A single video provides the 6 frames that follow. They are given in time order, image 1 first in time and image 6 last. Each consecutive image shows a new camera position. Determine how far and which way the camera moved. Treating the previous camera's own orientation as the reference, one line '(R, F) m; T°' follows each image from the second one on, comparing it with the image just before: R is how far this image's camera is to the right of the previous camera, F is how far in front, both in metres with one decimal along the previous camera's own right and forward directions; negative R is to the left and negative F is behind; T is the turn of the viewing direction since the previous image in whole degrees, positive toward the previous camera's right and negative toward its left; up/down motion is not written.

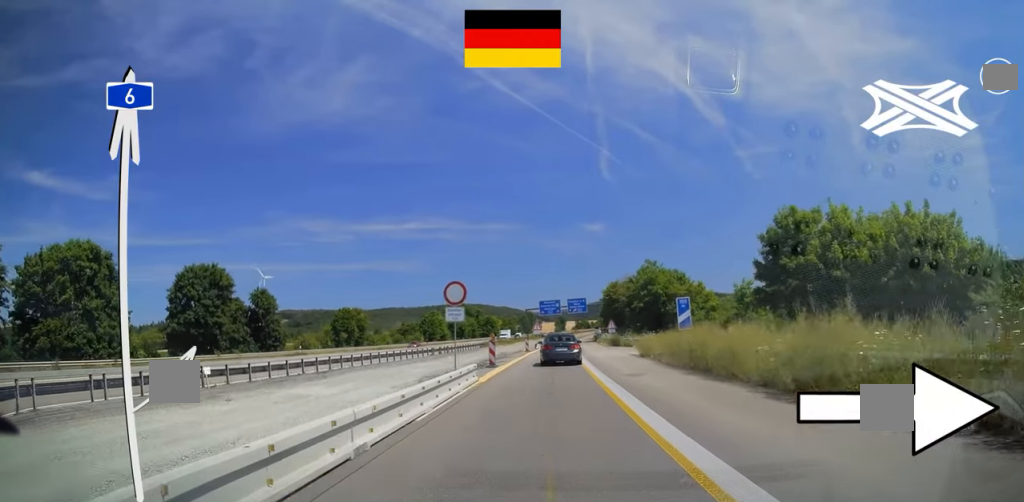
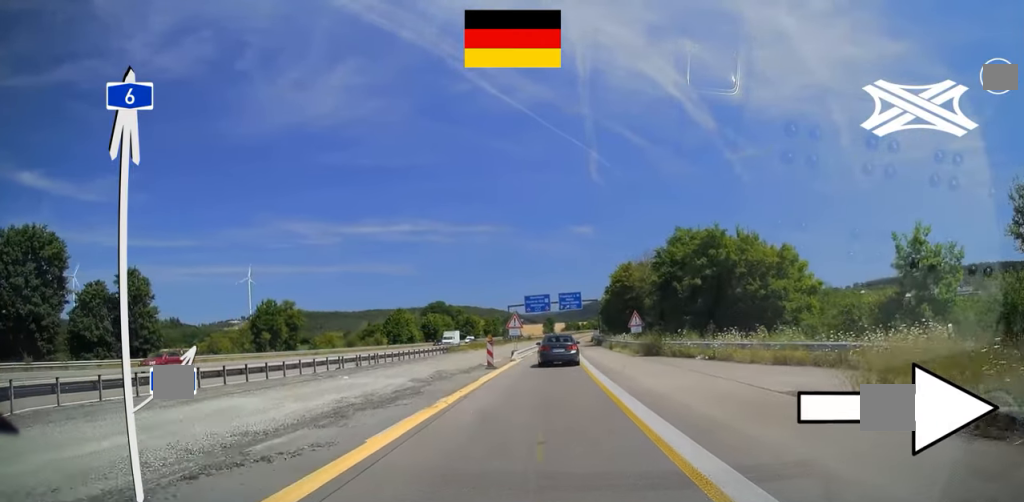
(0.0, +25.8) m; 0°
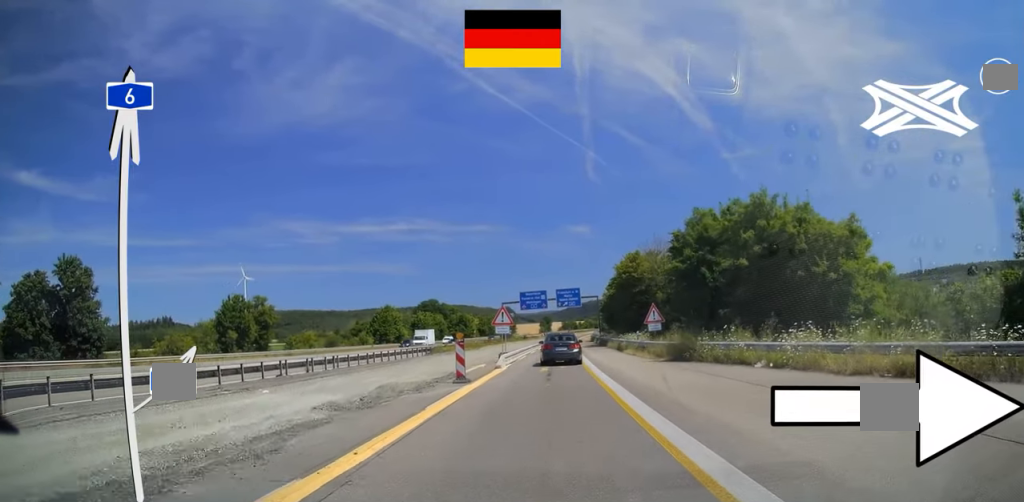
(-0.1, +8.3) m; +1°
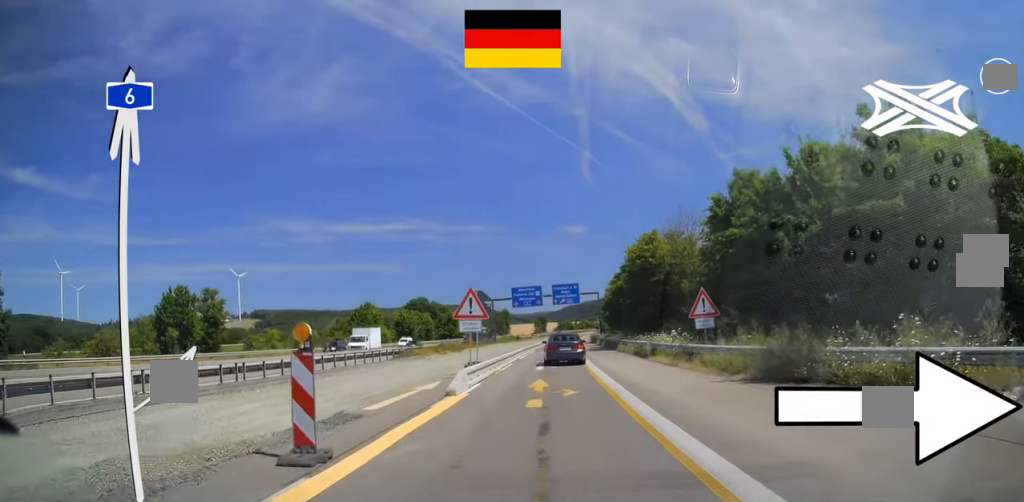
(+0.2, +11.7) m; +1°
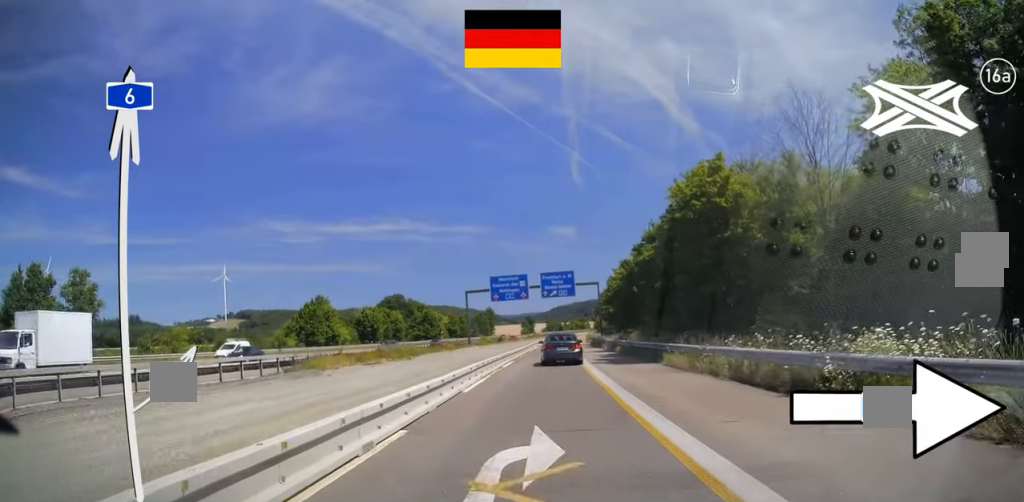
(+0.3, +20.7) m; +1°
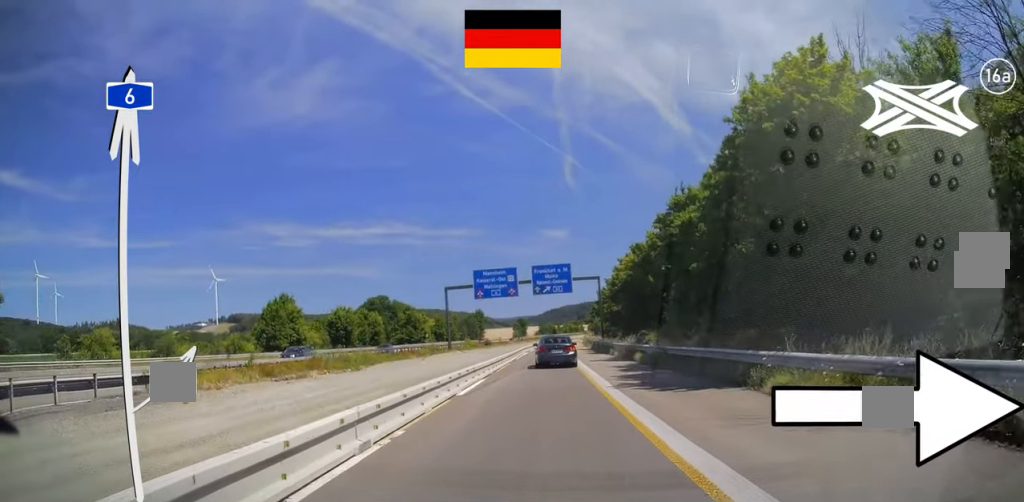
(0.0, +11.7) m; 0°
